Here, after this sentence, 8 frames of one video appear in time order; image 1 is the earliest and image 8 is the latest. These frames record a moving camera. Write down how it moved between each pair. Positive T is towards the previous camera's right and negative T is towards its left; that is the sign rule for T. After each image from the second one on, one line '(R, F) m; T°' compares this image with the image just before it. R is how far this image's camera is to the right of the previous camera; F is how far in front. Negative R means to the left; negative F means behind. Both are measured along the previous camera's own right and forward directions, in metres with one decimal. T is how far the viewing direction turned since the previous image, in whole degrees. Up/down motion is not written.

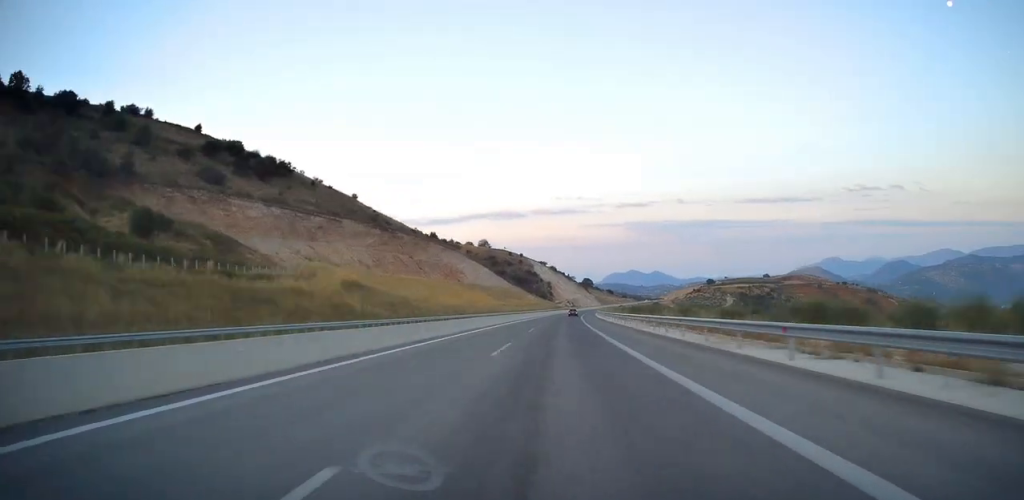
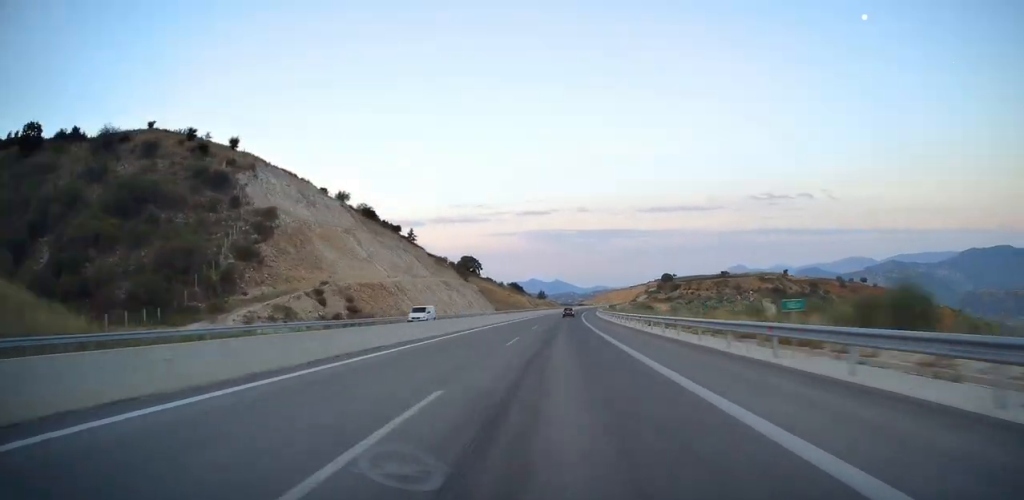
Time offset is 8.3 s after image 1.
(+30.1, +344.3) m; +8°
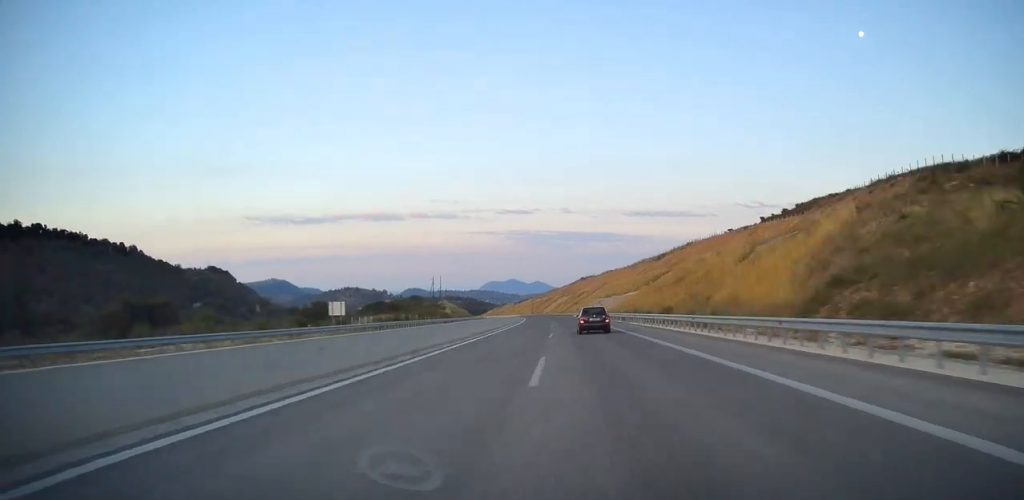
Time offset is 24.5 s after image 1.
(-6.9, +831.5) m; -9°
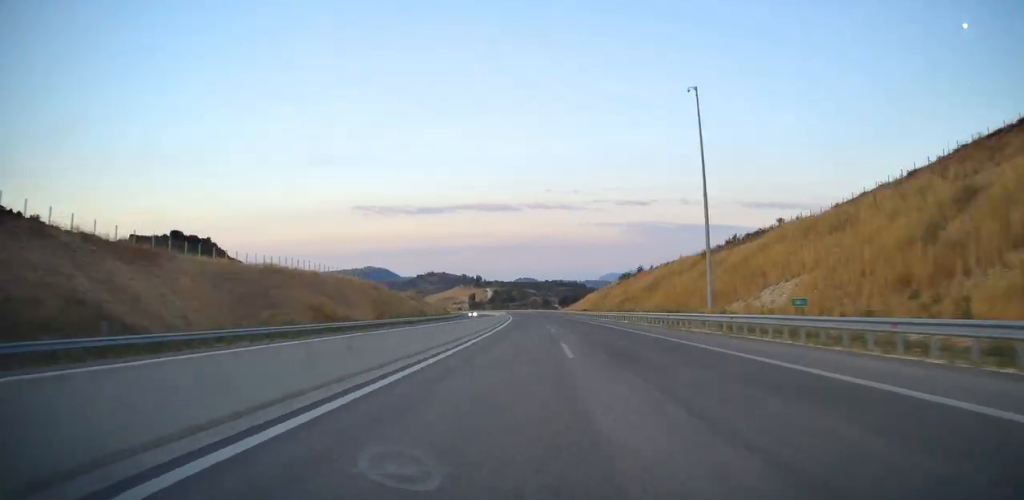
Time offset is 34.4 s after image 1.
(-40.4, +348.3) m; -13°
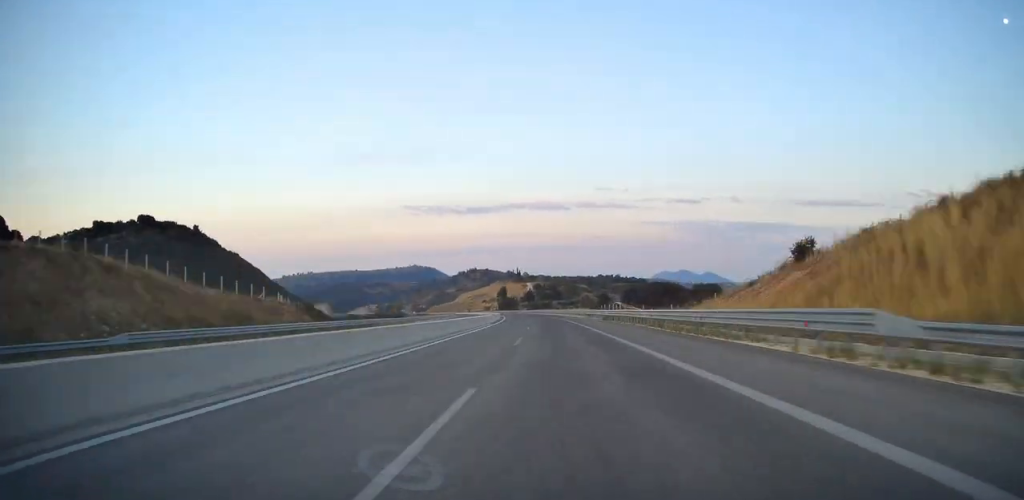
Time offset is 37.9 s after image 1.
(-3.2, +91.4) m; -4°
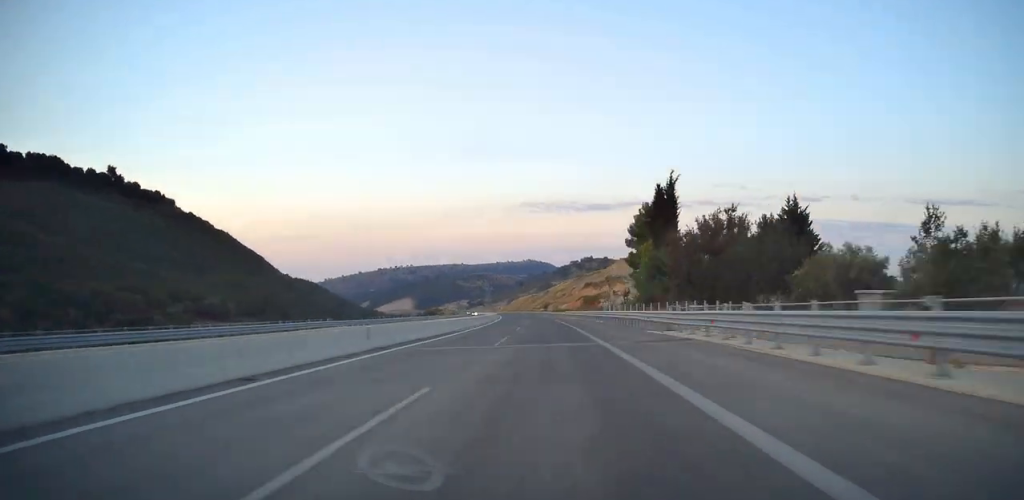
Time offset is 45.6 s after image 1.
(-9.5, +241.2) m; -4°
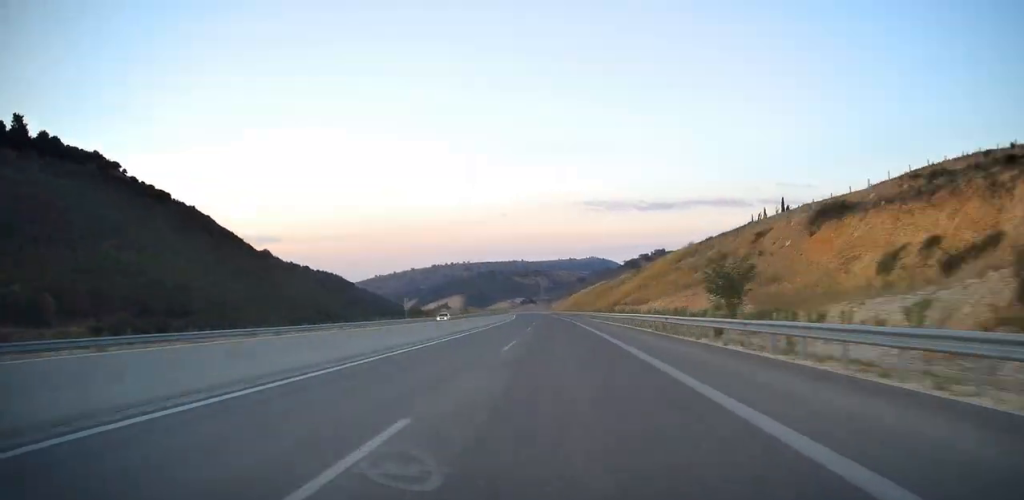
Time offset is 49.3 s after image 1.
(-5.0, +128.0) m; 0°
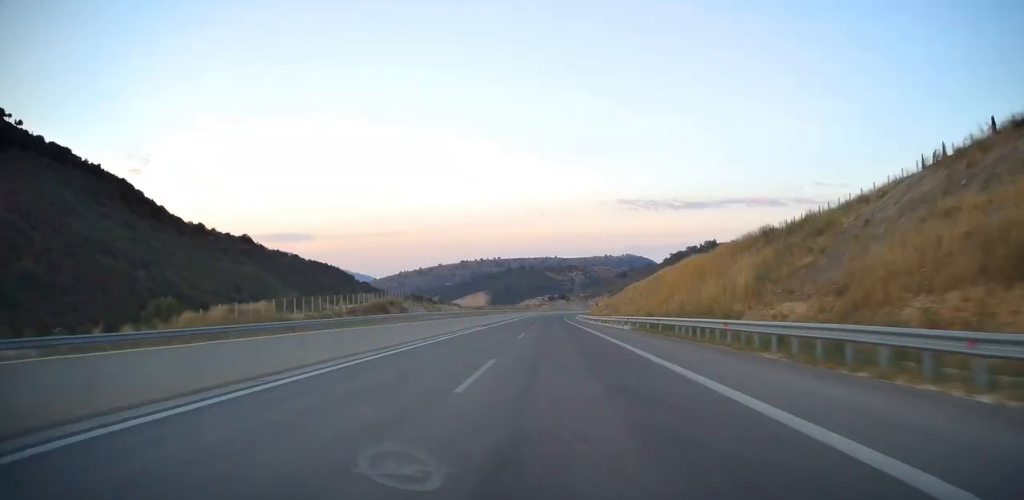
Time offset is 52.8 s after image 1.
(-5.0, +118.7) m; 0°
